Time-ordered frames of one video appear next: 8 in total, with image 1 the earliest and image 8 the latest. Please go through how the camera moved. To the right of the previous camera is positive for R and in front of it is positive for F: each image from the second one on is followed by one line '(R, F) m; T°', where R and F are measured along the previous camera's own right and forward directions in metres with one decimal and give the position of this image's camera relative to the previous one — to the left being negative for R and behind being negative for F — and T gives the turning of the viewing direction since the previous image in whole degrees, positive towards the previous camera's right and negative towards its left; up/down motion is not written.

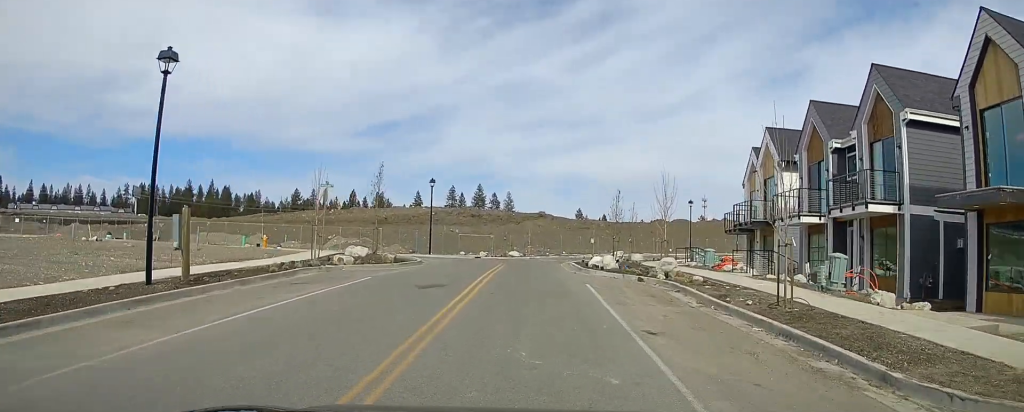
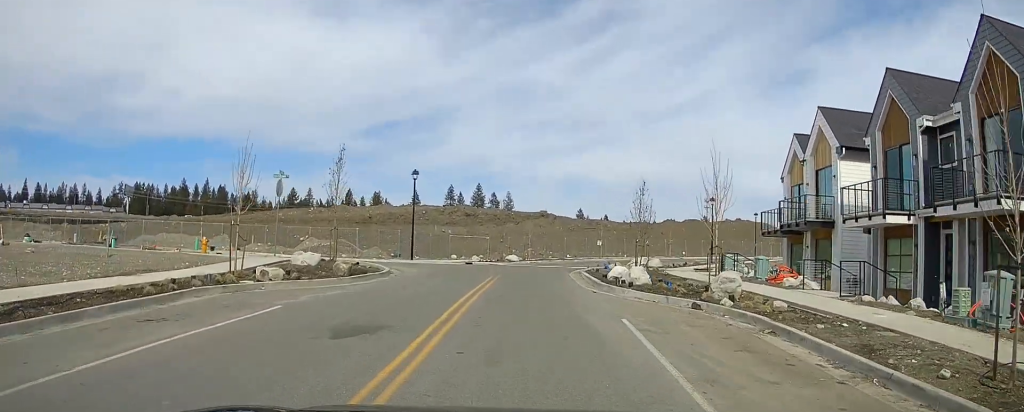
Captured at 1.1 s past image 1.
(+0.1, +7.8) m; 0°
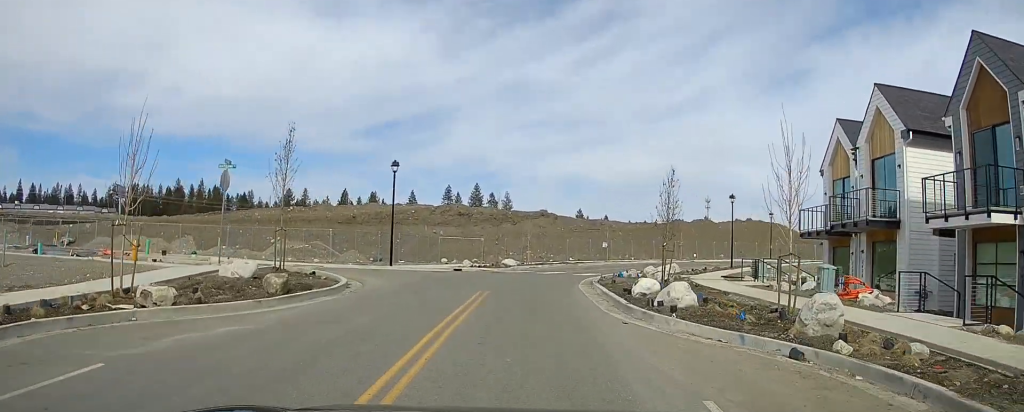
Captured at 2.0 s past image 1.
(0.0, +6.2) m; -1°
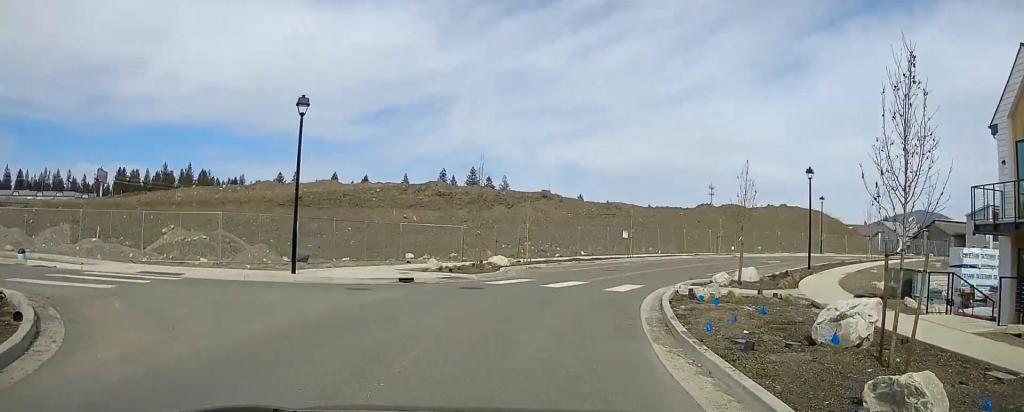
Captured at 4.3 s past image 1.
(-0.3, +15.7) m; 0°
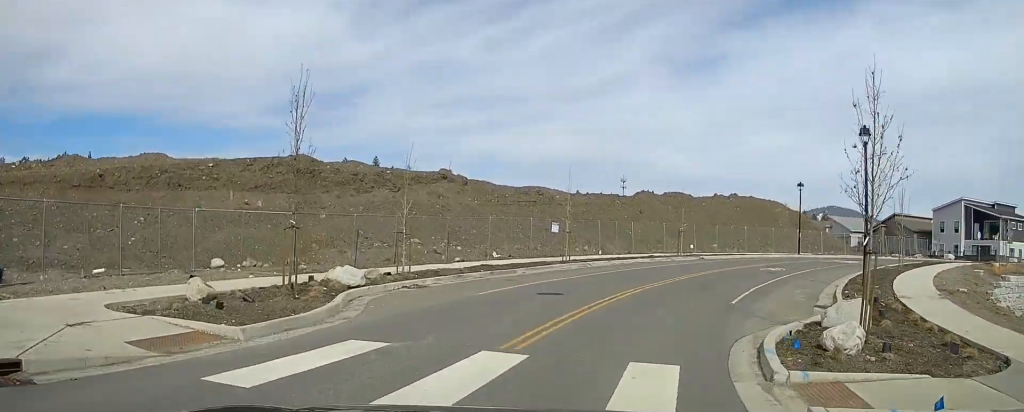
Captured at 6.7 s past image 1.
(+0.6, +14.8) m; +10°
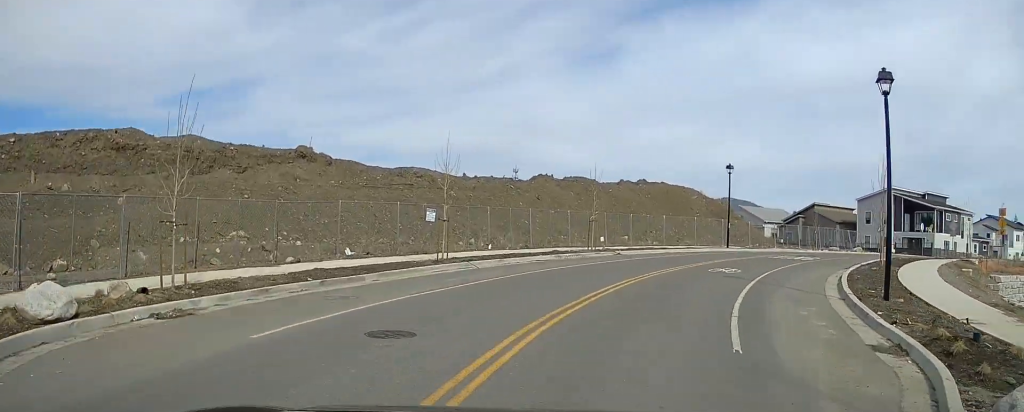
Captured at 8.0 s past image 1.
(+0.8, +7.5) m; +8°
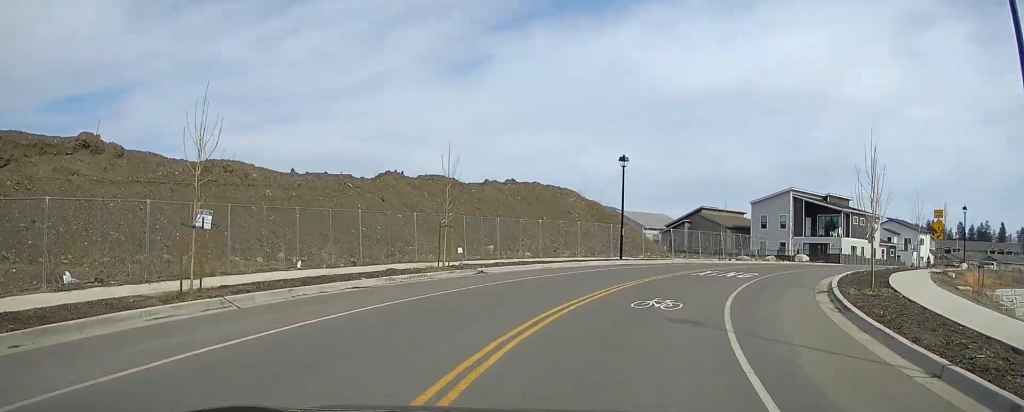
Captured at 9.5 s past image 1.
(+0.7, +8.1) m; +10°
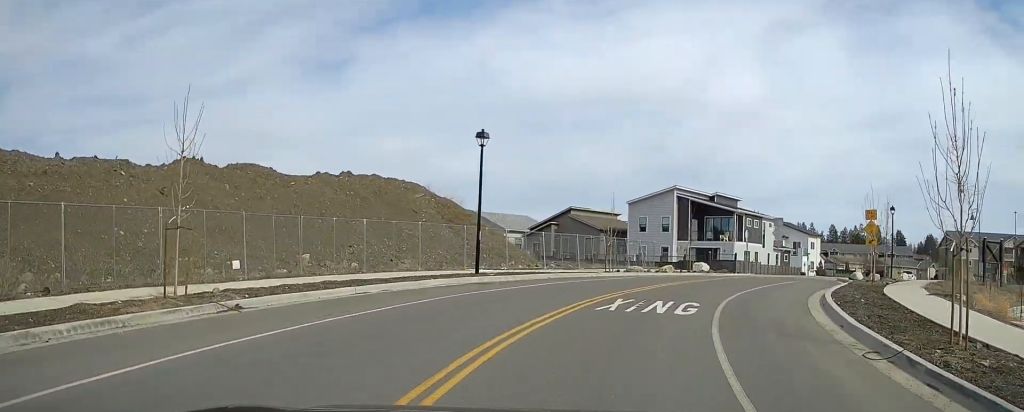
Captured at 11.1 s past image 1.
(+0.5, +8.8) m; +12°
